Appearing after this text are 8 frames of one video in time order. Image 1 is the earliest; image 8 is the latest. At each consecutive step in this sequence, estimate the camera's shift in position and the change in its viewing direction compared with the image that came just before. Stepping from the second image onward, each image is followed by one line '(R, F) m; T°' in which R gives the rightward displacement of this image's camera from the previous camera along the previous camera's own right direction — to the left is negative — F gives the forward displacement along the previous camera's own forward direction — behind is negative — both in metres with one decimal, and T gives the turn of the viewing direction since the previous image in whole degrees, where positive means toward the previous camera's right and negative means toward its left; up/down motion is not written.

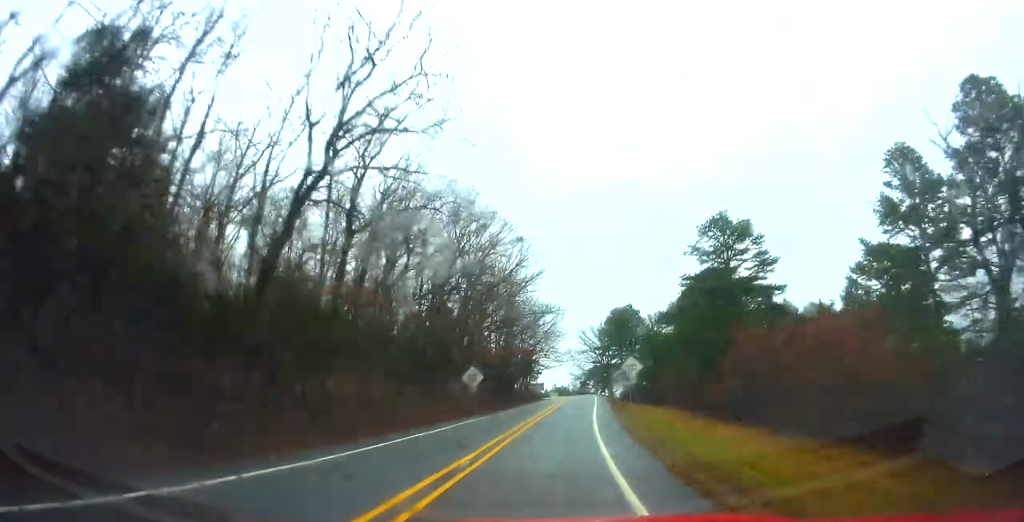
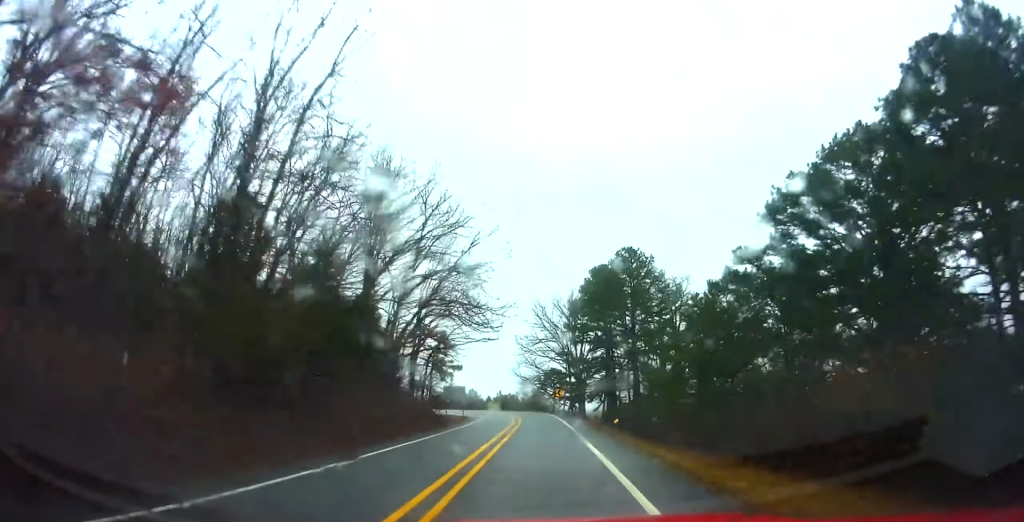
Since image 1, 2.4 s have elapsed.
(+2.5, +49.6) m; +3°
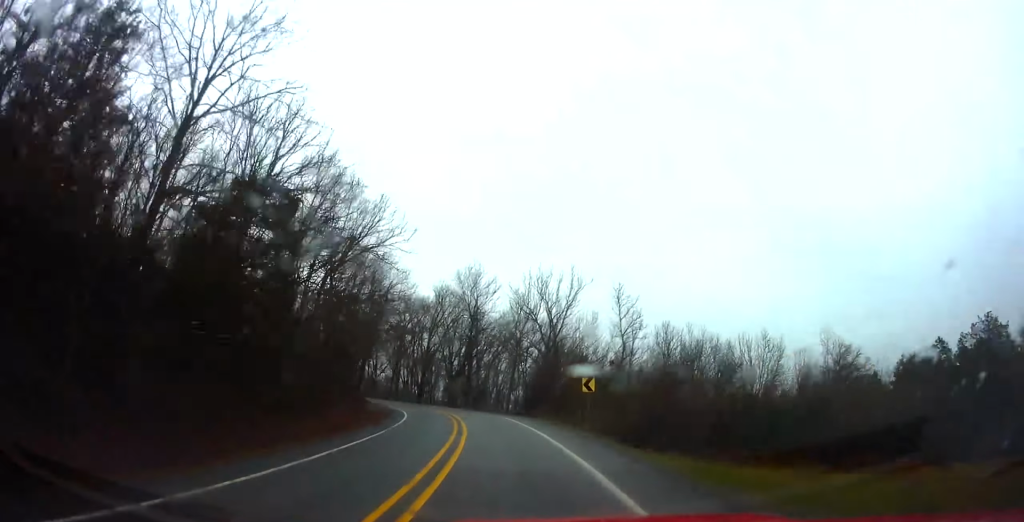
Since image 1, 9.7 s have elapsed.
(-25.1, +134.2) m; -35°
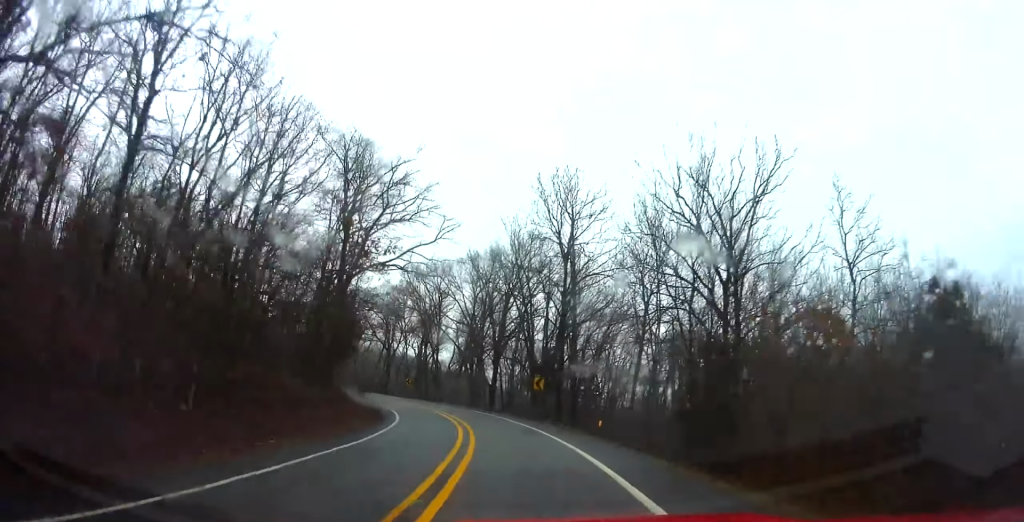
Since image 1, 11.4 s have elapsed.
(-3.4, +30.6) m; -12°
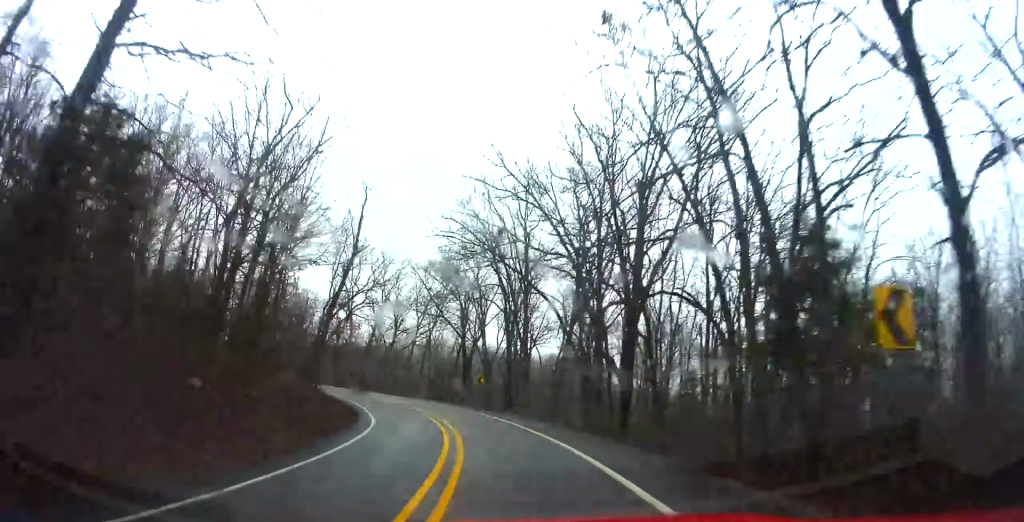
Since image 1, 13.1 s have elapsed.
(-2.3, +31.2) m; -12°
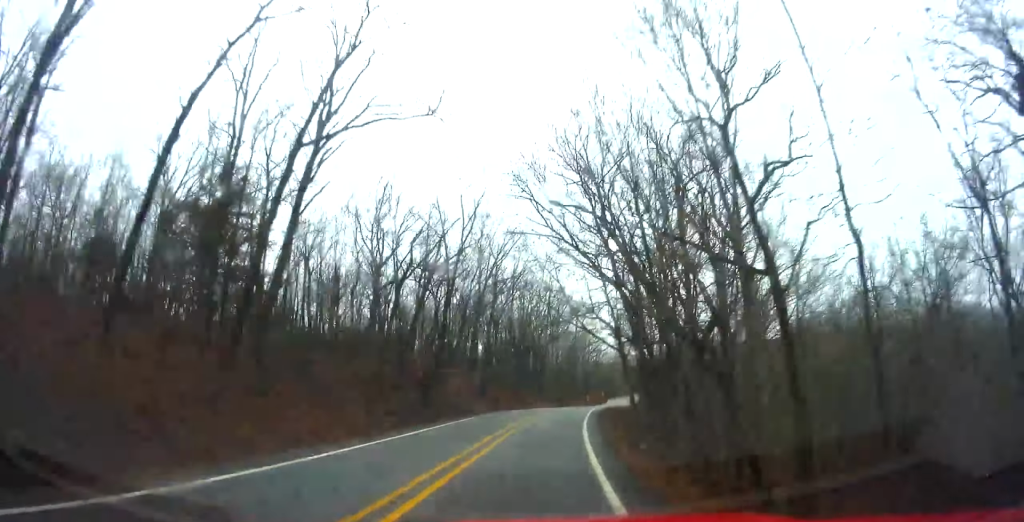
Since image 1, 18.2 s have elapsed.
(-29.5, +88.4) m; -32°
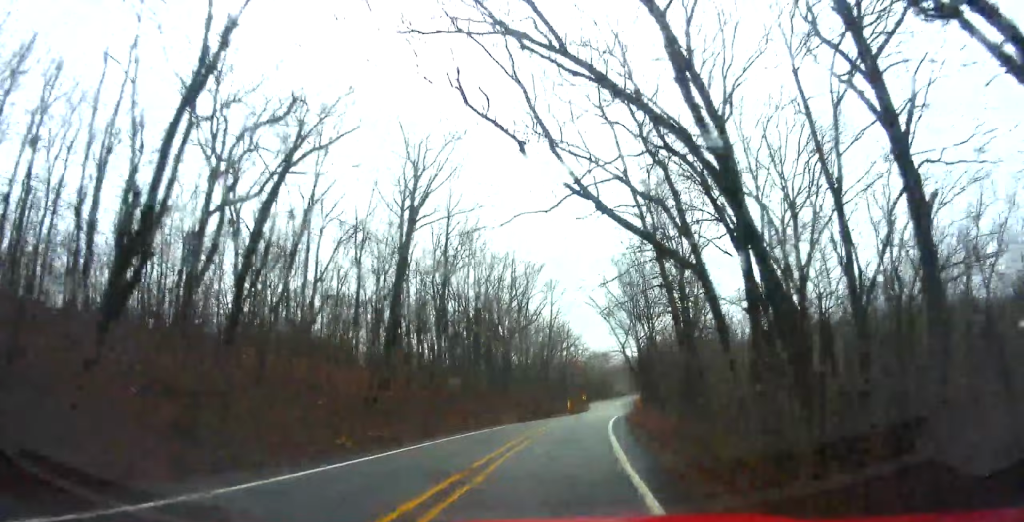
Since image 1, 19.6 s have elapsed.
(-1.1, +26.6) m; -7°
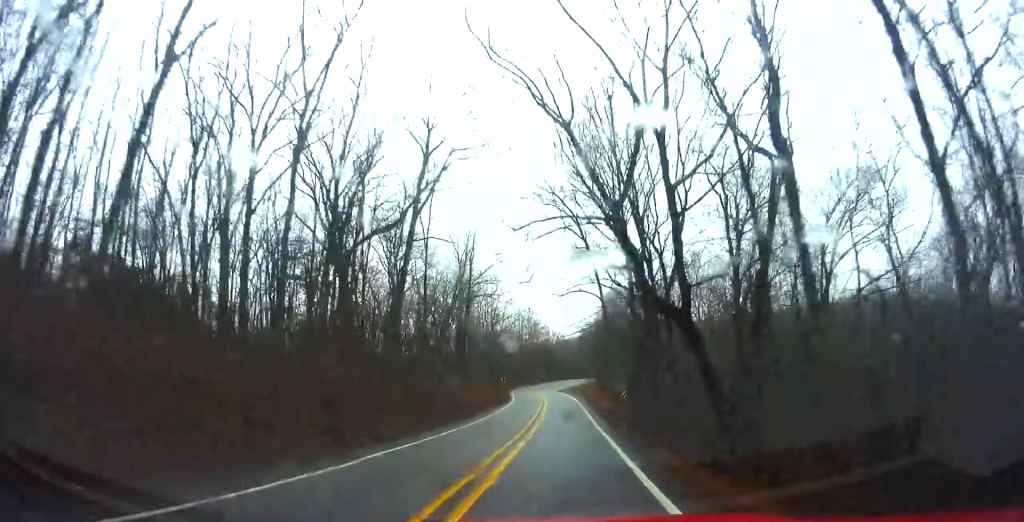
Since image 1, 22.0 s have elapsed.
(-3.6, +45.3) m; -2°
